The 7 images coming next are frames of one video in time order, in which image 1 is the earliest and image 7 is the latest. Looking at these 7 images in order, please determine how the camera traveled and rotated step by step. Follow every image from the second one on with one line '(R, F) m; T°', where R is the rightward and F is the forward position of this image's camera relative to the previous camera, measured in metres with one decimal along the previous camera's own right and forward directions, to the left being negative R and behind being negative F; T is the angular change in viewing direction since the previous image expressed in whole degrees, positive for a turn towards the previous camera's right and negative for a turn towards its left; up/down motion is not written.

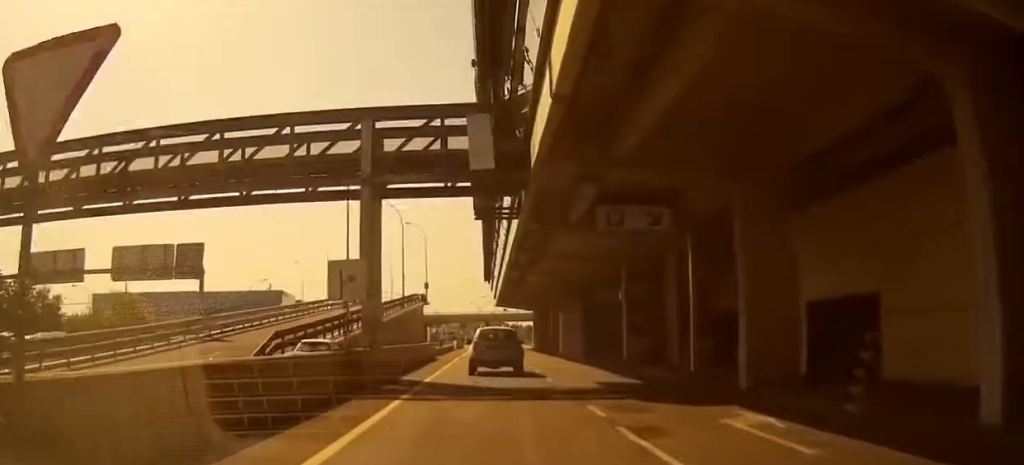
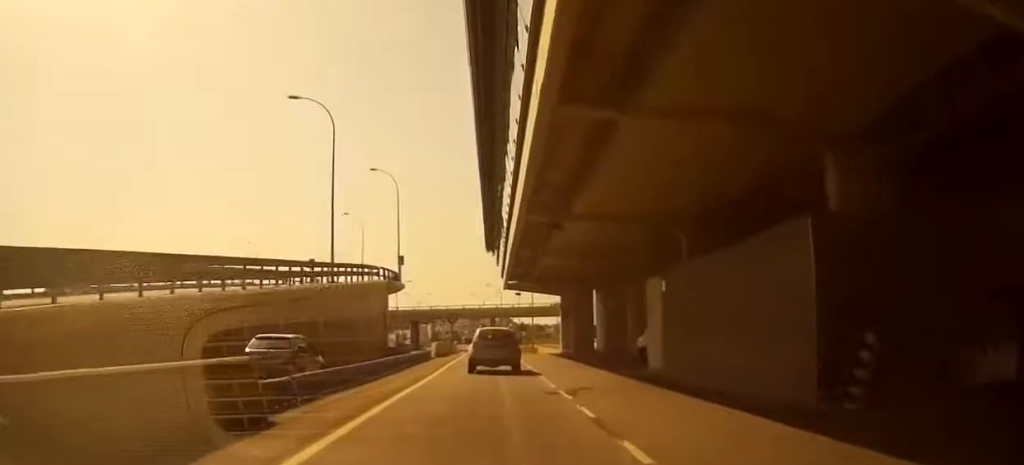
(+0.2, +31.9) m; +1°
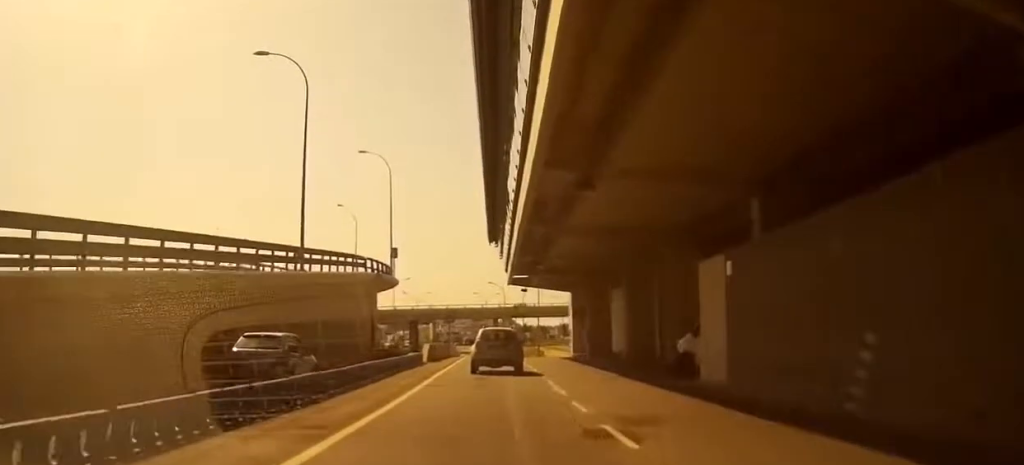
(0.0, +6.4) m; 0°
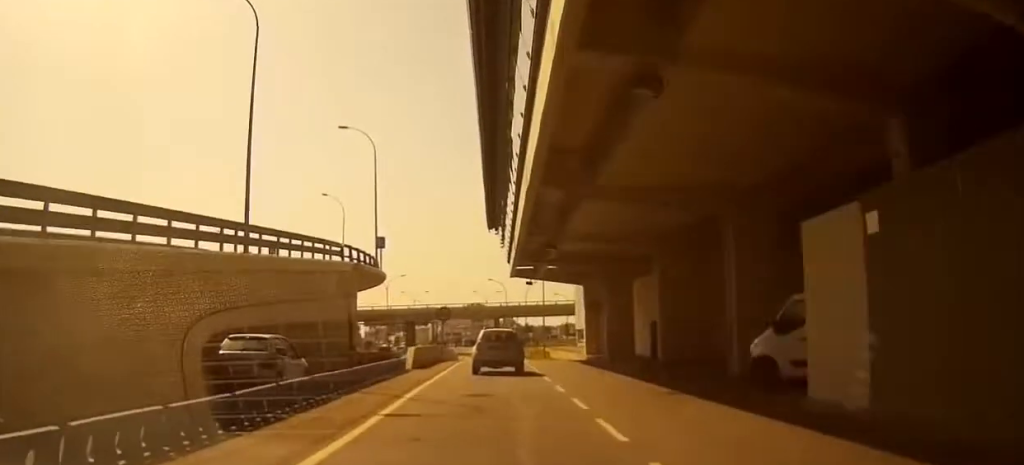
(-0.1, +7.2) m; -1°
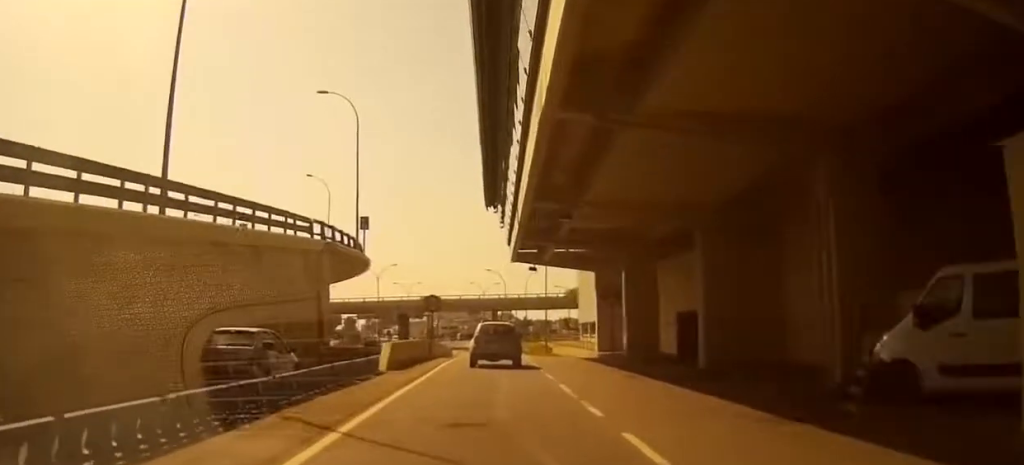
(0.0, +6.4) m; -1°
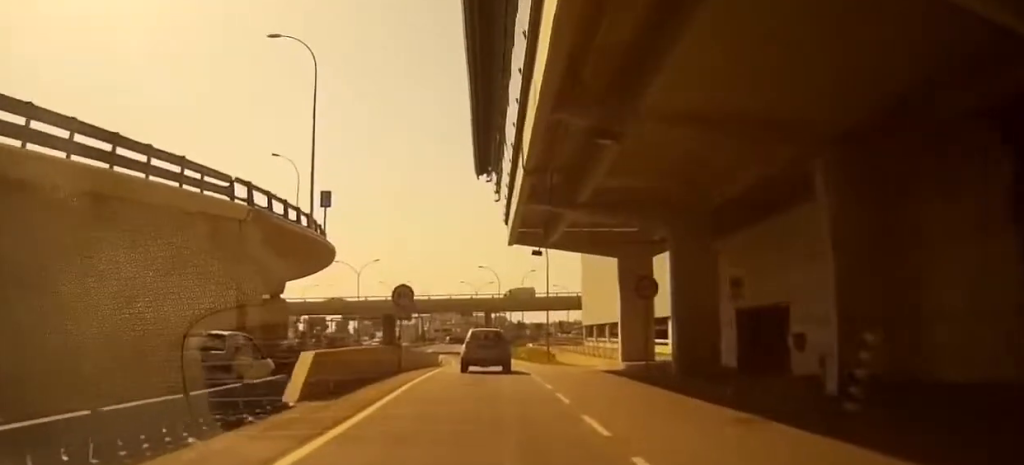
(-0.1, +9.8) m; -1°
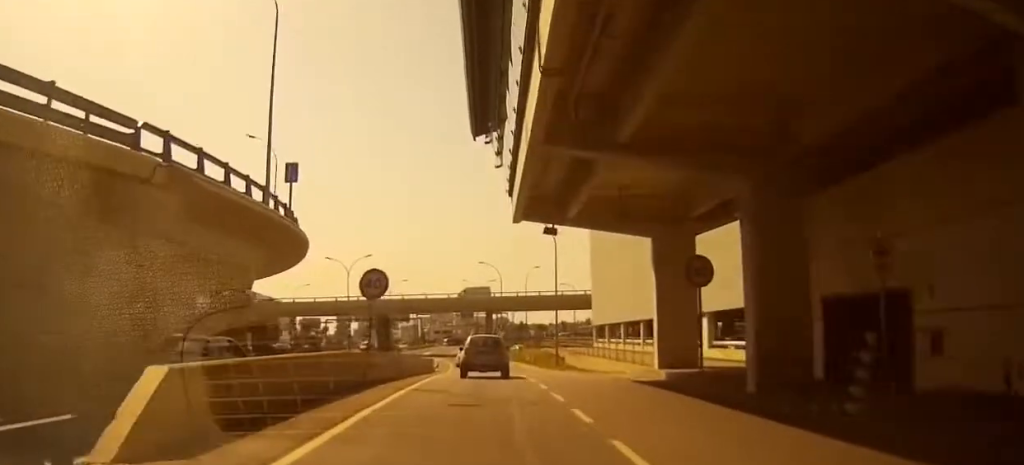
(-0.1, +7.1) m; -1°
